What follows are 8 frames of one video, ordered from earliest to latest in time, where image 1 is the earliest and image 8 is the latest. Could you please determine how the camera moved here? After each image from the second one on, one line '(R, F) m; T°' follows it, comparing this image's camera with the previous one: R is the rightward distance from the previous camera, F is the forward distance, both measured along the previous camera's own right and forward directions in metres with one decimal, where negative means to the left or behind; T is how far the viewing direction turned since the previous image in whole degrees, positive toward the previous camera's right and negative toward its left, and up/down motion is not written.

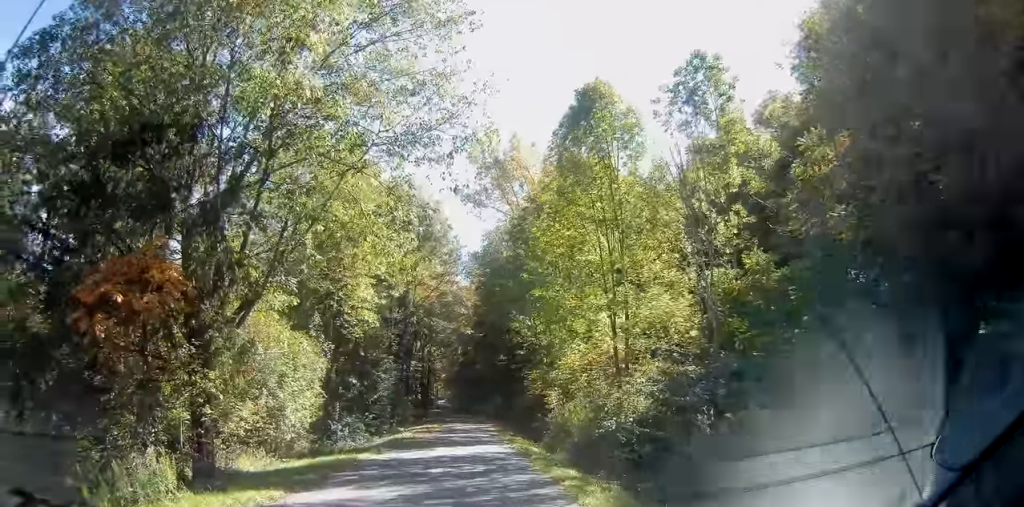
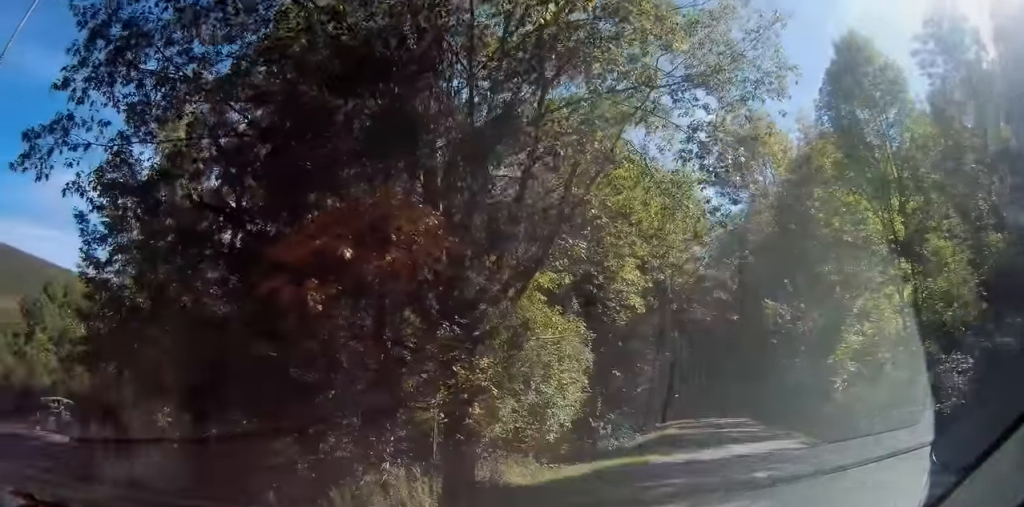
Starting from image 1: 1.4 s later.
(-0.8, +3.6) m; -27°
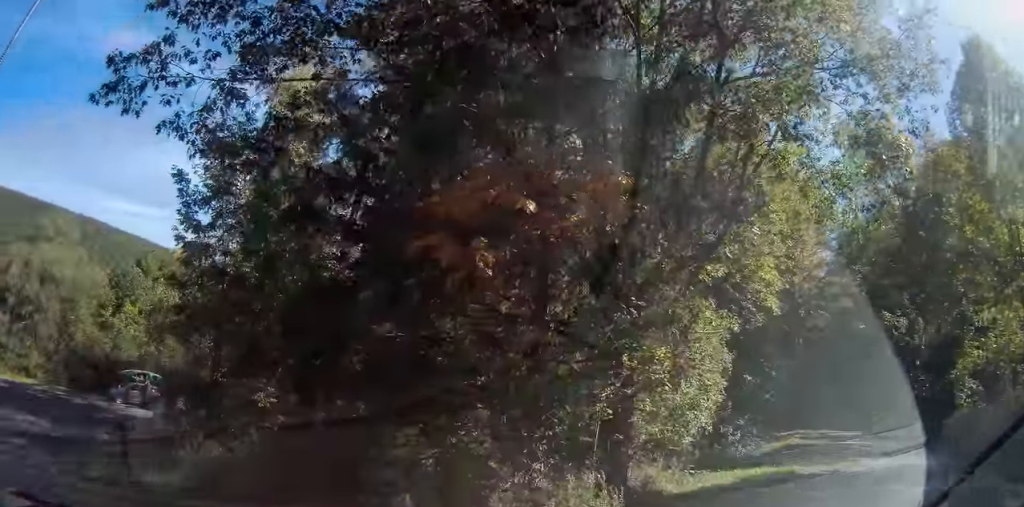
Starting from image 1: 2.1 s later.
(-0.2, +1.7) m; -14°
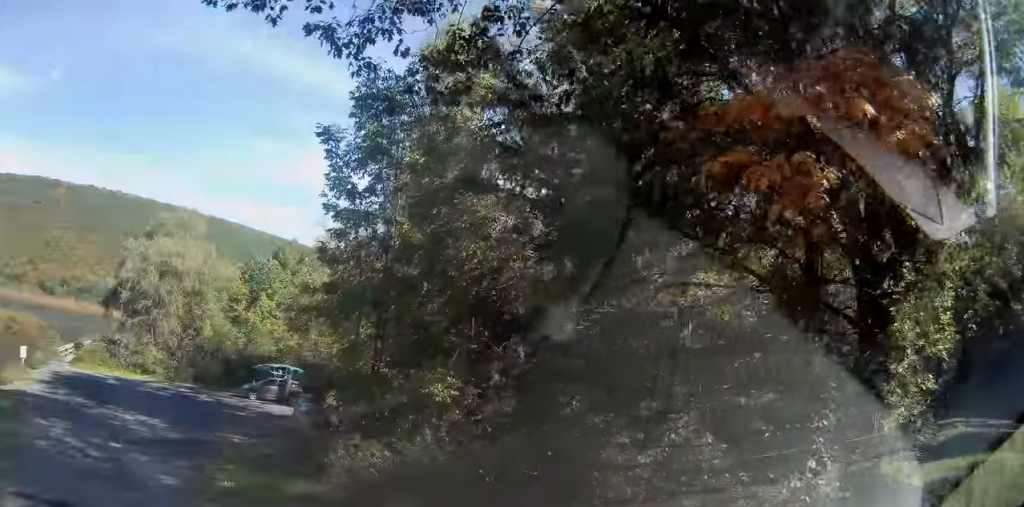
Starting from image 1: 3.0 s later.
(-0.4, +2.6) m; -11°
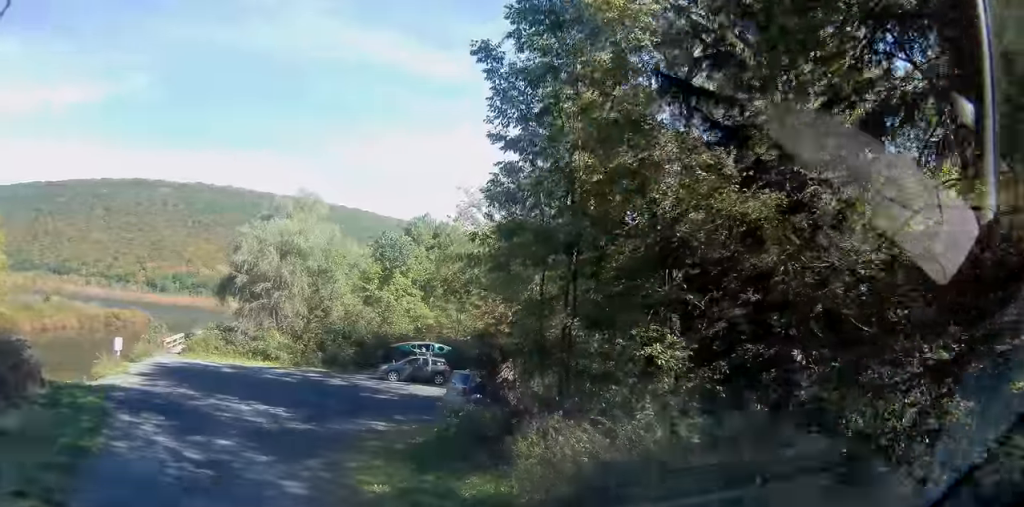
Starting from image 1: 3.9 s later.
(-0.1, +2.6) m; -6°
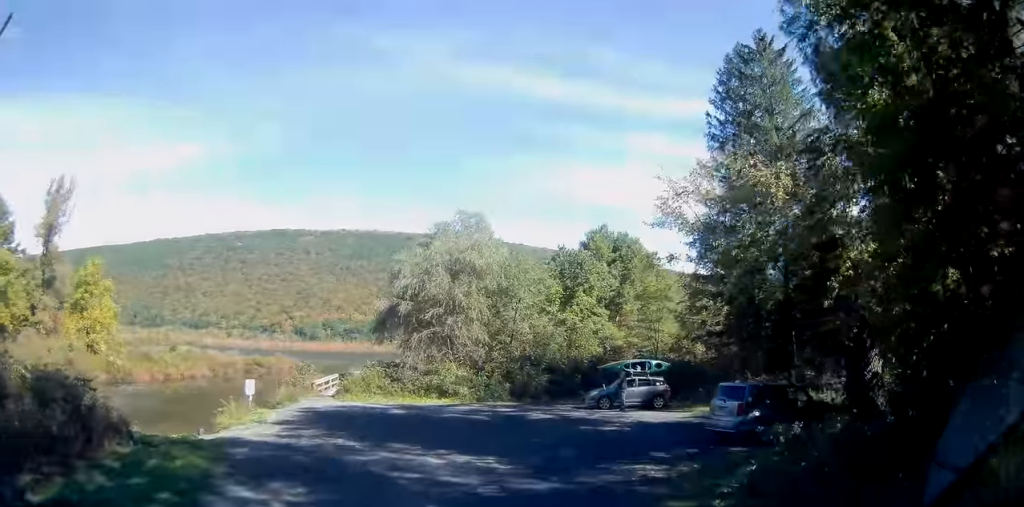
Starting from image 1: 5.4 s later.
(-0.4, +5.1) m; -7°
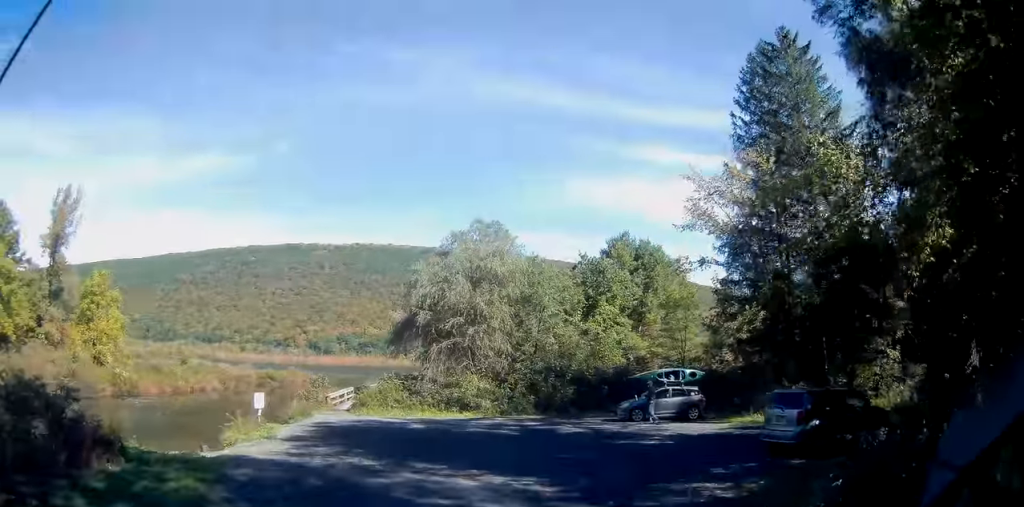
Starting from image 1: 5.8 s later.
(0.0, +1.6) m; -2°
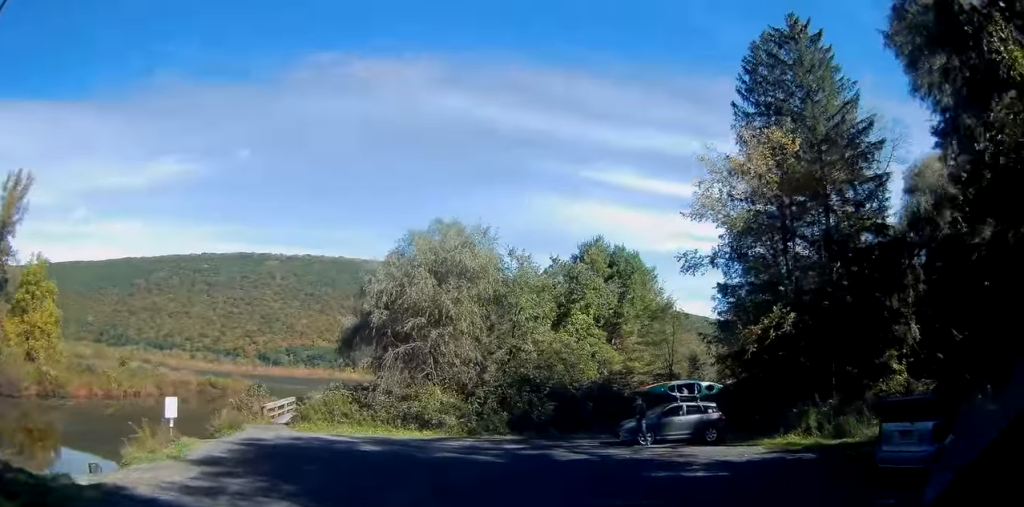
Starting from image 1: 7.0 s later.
(-0.3, +5.1) m; -1°
